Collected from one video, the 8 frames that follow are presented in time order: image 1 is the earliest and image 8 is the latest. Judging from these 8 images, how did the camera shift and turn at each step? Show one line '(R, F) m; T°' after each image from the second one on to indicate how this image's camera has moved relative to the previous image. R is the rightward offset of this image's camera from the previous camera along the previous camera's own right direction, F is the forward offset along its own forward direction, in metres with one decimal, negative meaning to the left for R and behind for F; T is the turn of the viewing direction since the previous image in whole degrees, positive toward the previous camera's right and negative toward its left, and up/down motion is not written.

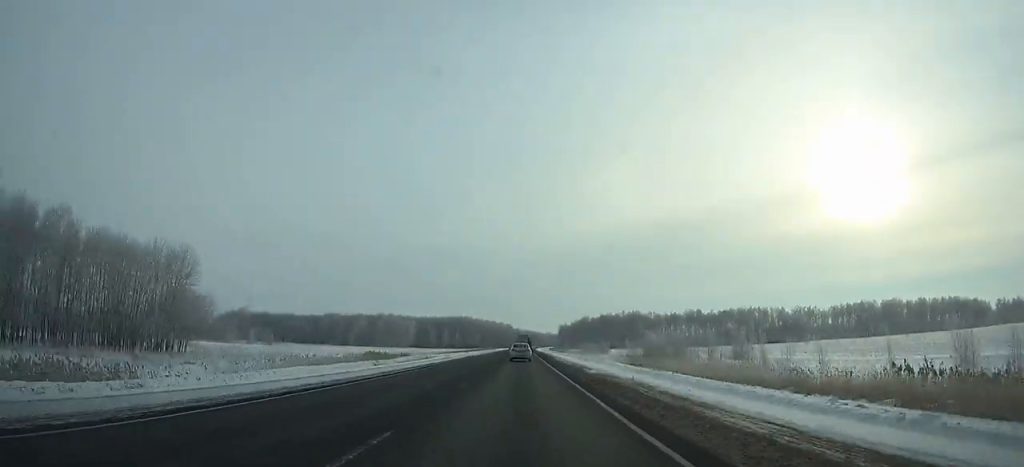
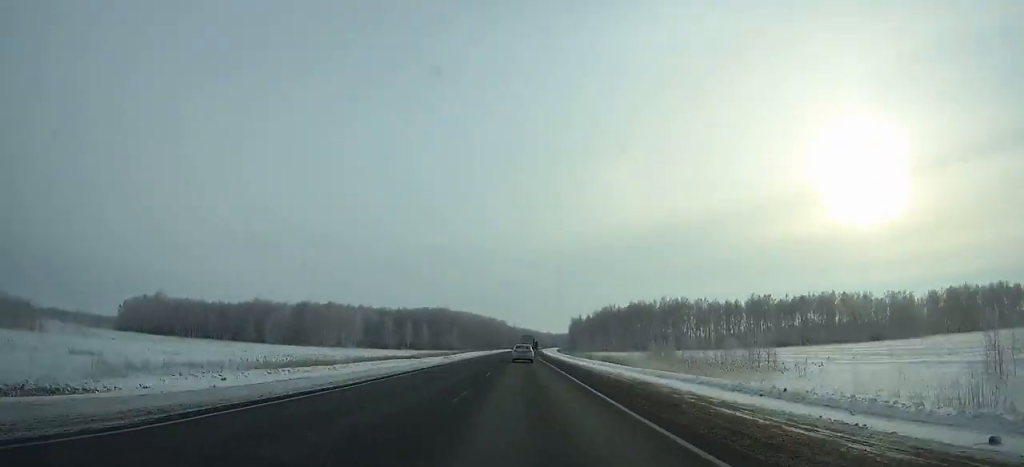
(+0.2, +98.7) m; +1°
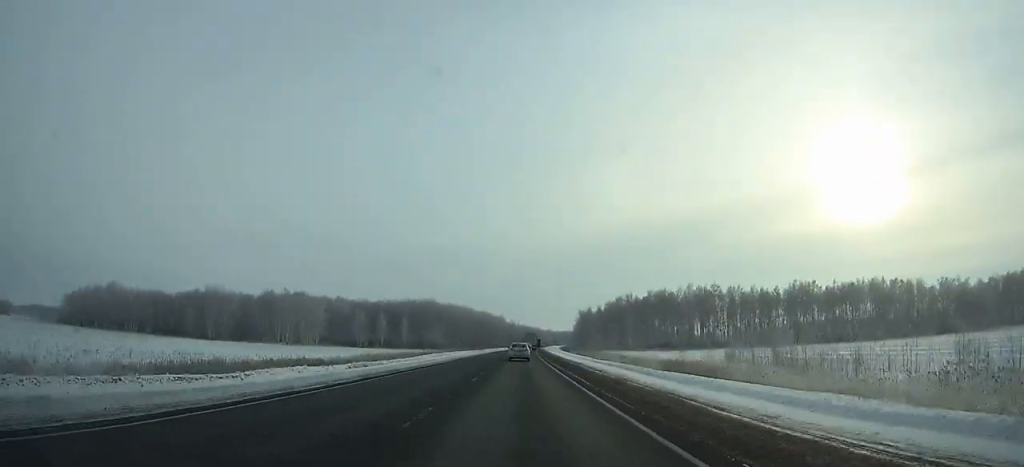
(+0.1, +39.0) m; 0°
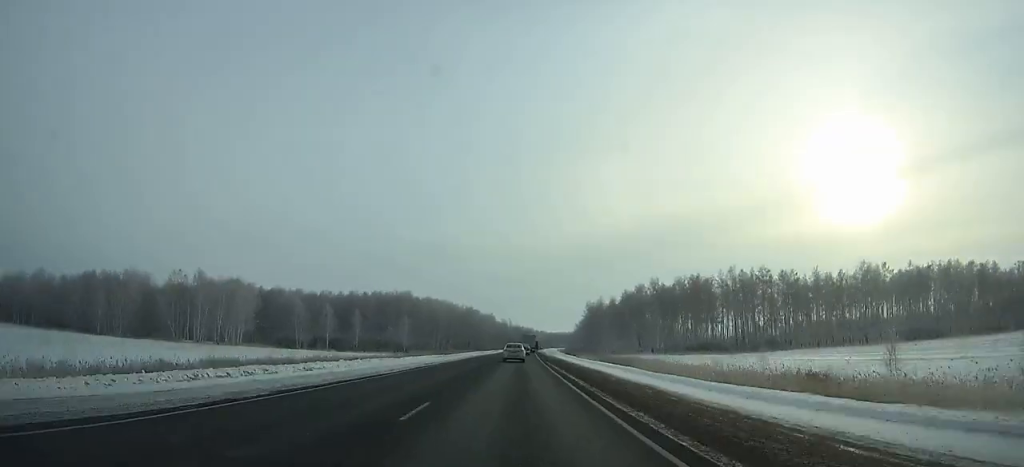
(+0.3, +45.7) m; +1°
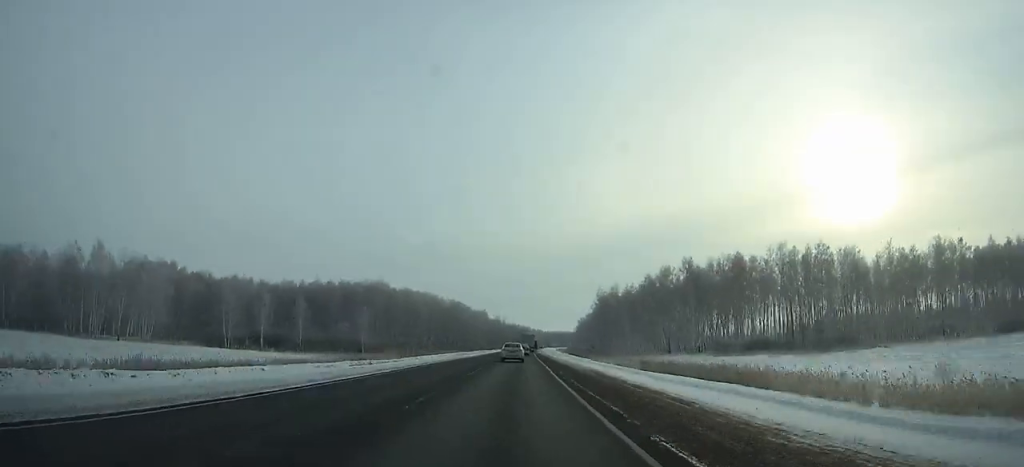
(+0.2, +32.9) m; 0°
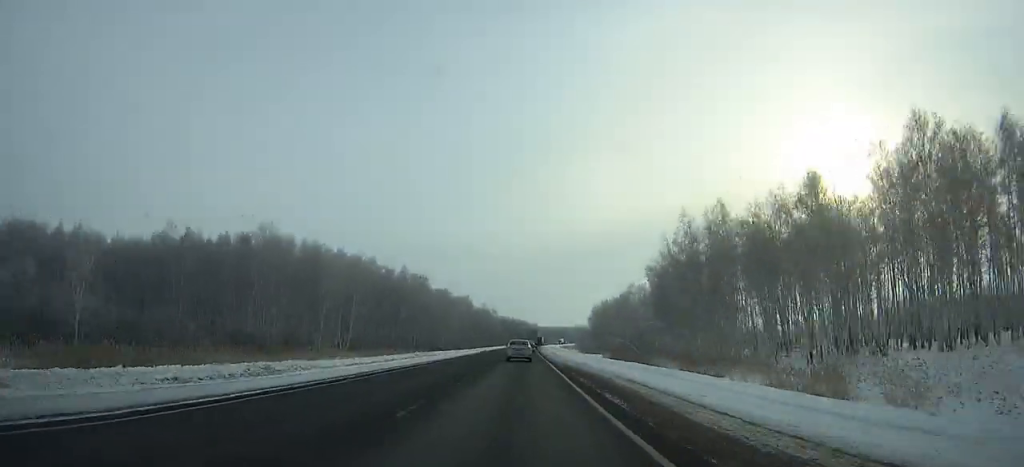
(+0.6, +71.0) m; +1°
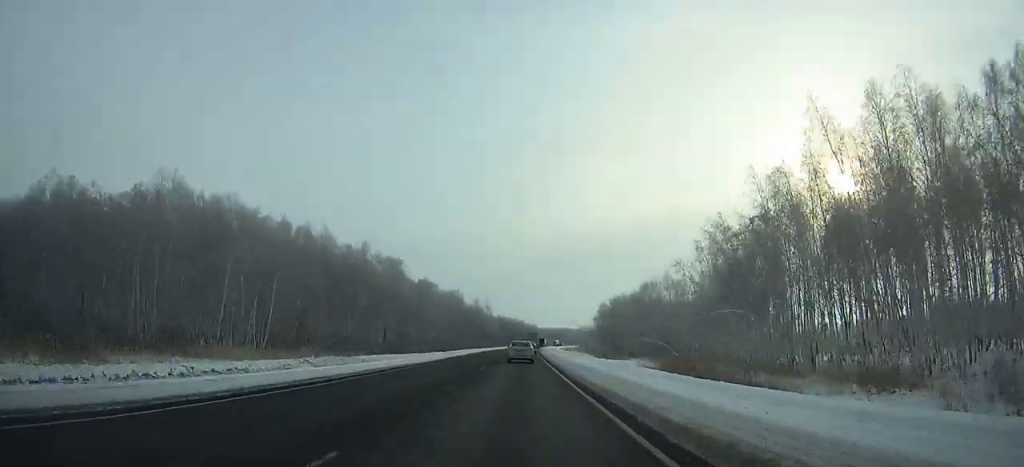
(+0.1, +29.0) m; 0°
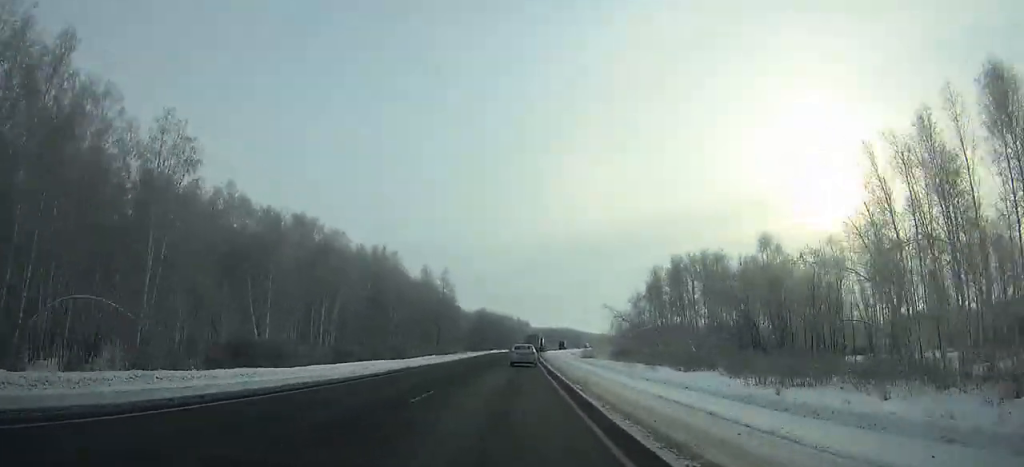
(+0.6, +97.1) m; +1°
